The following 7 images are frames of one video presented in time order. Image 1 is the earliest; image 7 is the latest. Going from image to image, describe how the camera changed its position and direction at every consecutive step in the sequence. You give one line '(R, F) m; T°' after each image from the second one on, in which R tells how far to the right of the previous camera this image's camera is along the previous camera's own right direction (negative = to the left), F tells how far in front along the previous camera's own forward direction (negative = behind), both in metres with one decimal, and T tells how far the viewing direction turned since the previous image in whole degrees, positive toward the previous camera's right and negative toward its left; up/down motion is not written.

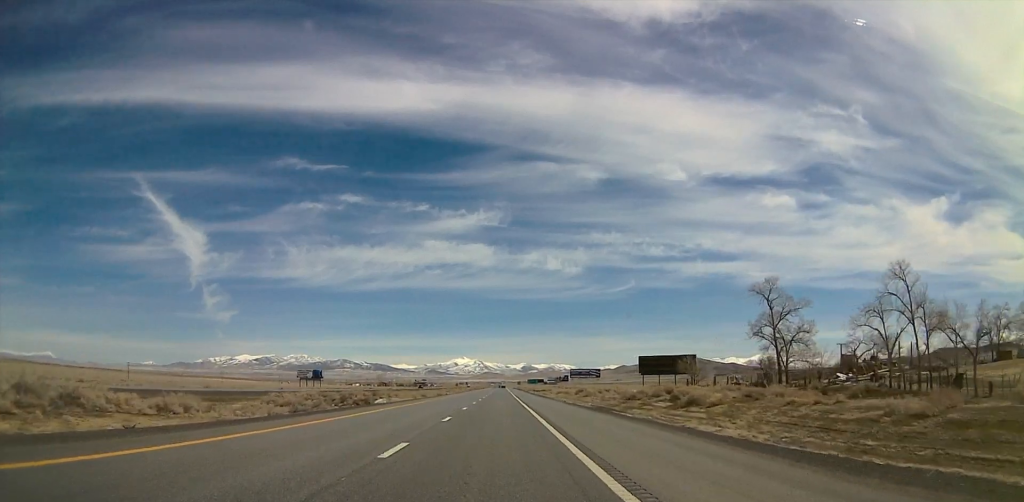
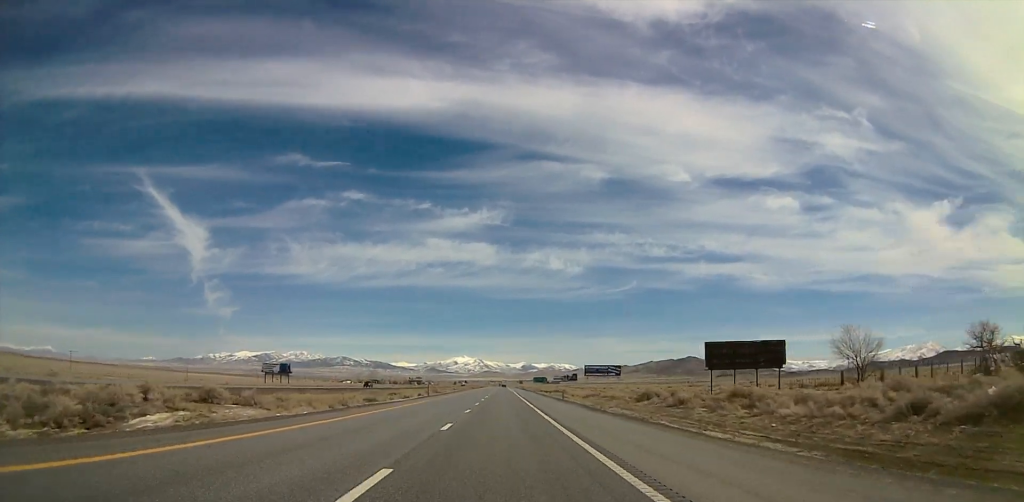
(+0.2, +62.8) m; 0°
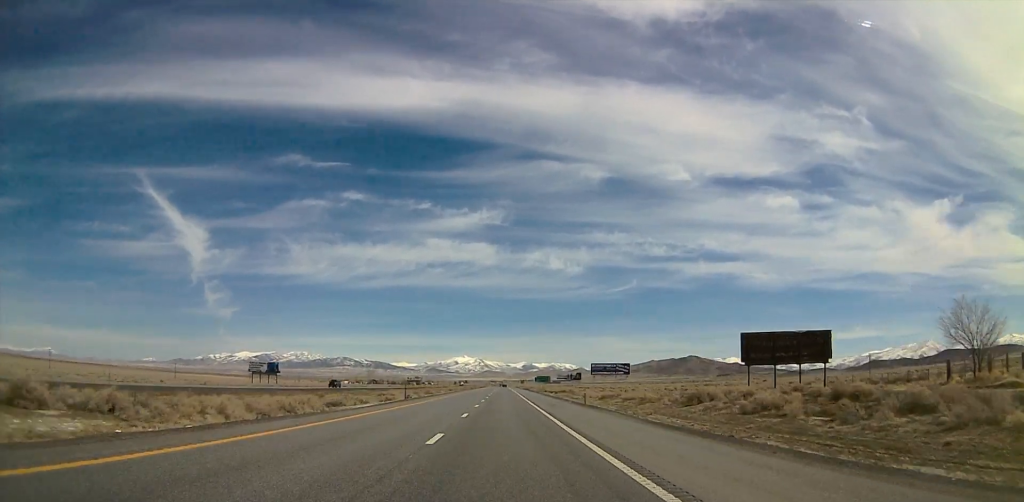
(0.0, +19.2) m; 0°
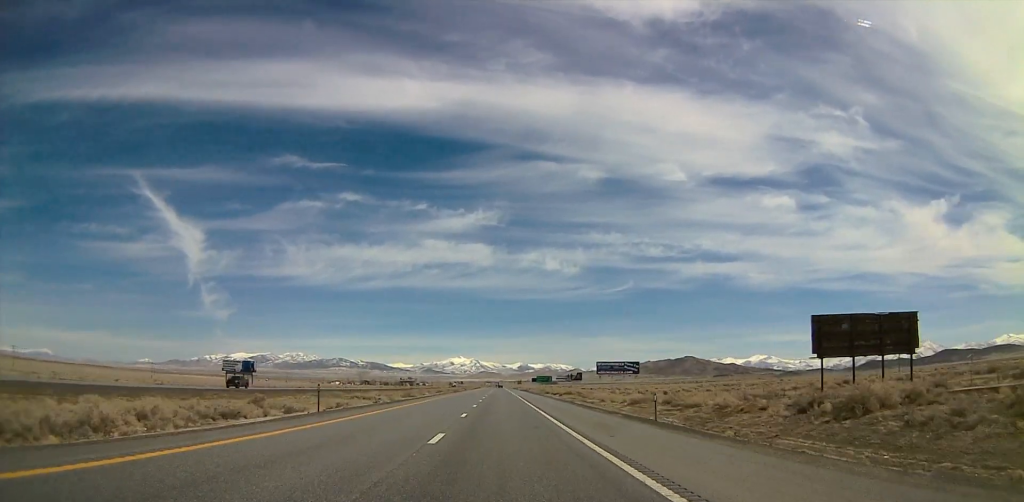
(-0.1, +24.9) m; 0°
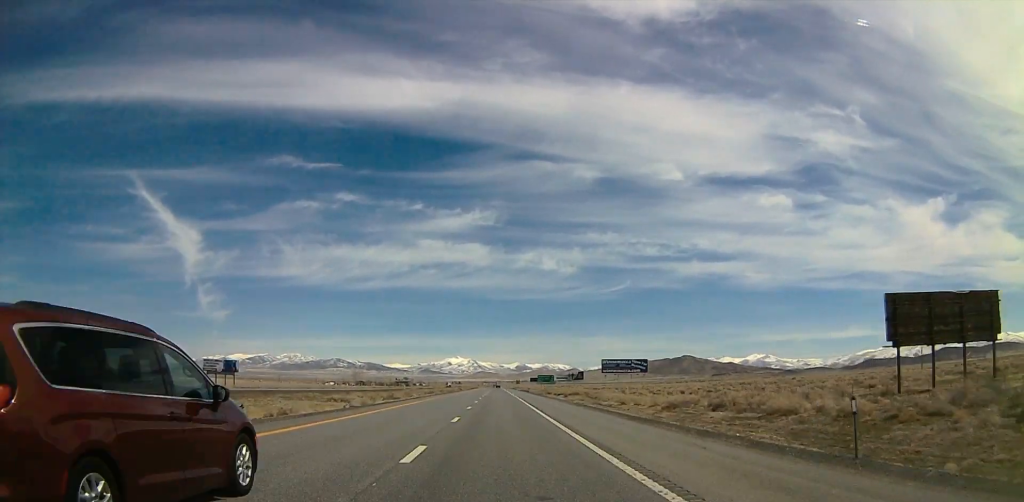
(0.0, +15.0) m; 0°
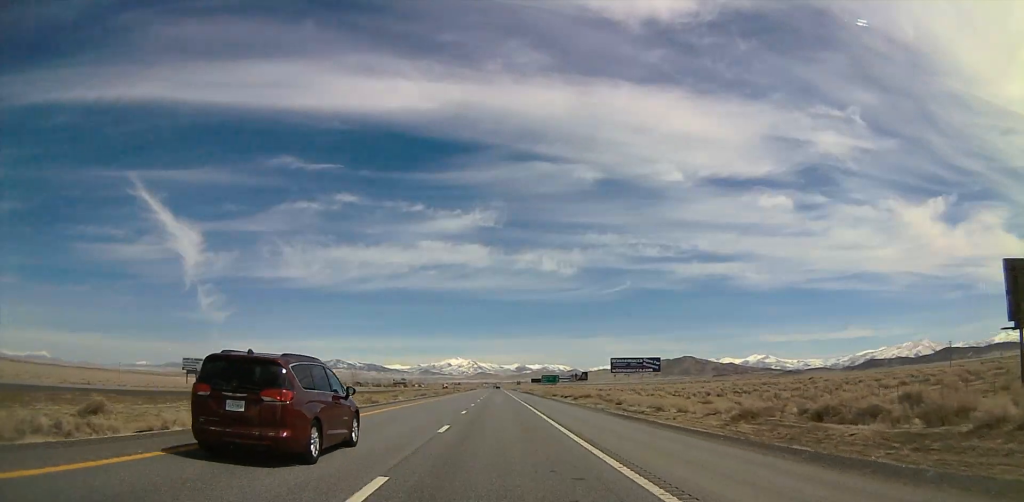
(0.0, +15.1) m; 0°
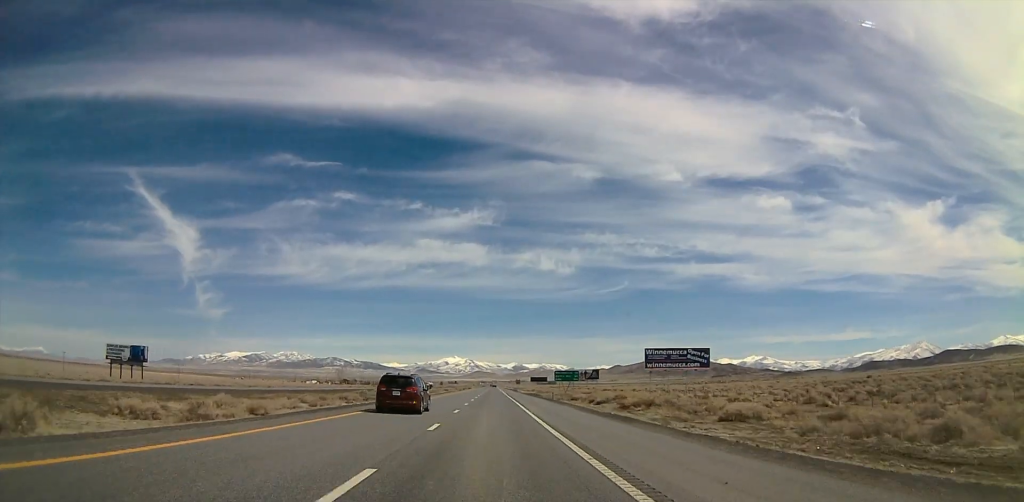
(+0.1, +39.8) m; +1°
